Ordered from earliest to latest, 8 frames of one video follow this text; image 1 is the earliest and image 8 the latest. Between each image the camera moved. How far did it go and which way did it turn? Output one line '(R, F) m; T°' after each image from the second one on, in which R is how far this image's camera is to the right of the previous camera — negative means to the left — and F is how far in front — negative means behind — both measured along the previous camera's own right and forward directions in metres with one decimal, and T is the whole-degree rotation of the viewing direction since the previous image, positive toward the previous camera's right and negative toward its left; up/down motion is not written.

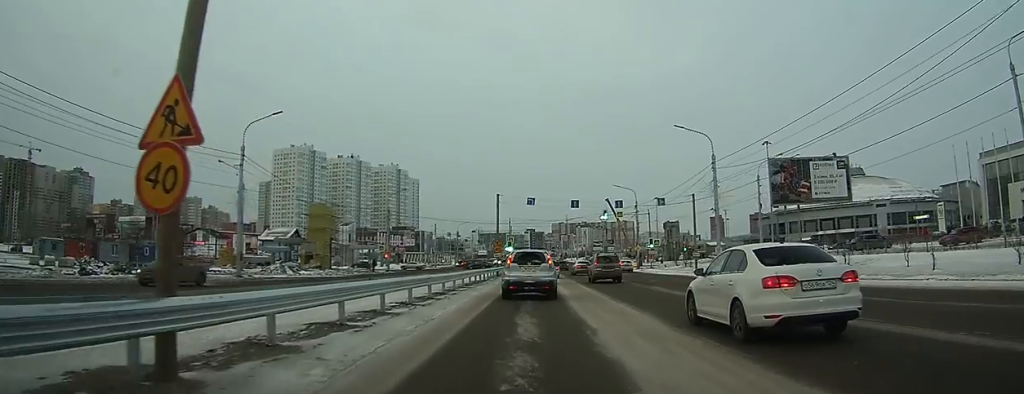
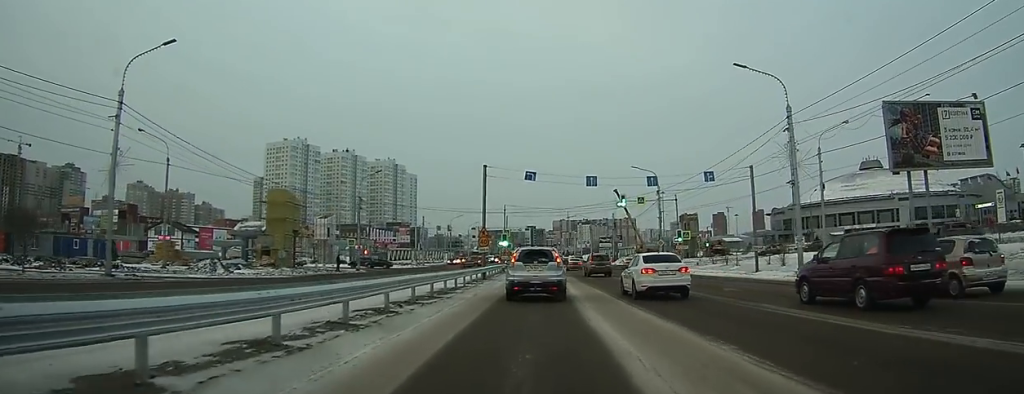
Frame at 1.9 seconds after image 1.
(+0.3, +14.7) m; +1°
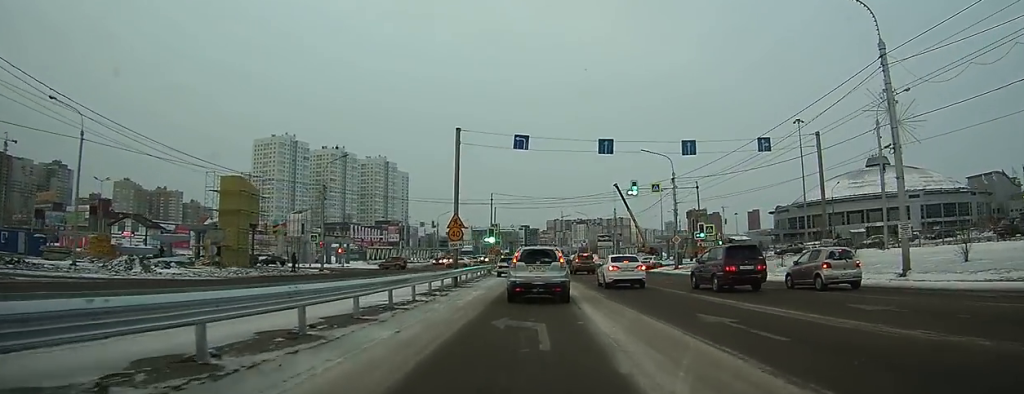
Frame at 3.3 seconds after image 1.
(+0.2, +10.4) m; +1°
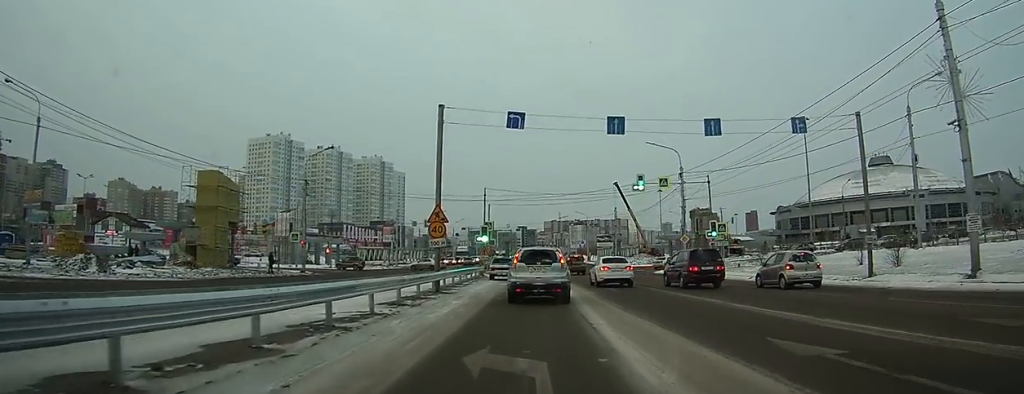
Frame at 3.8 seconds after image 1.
(0.0, +4.3) m; 0°
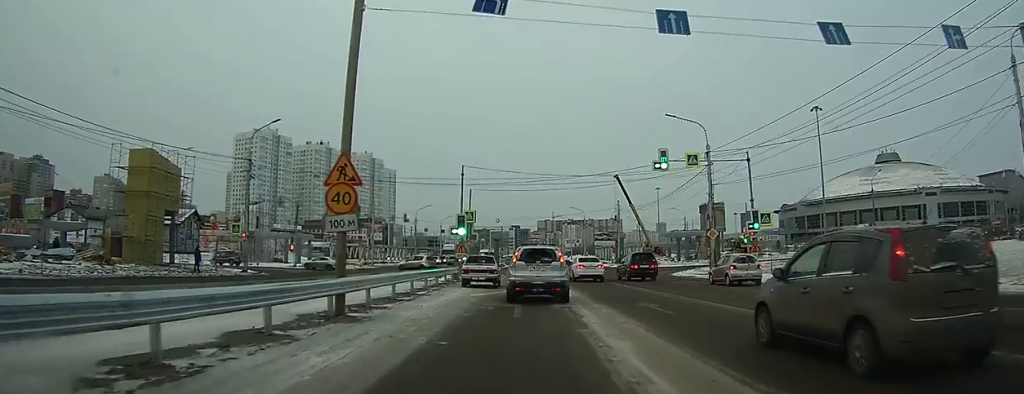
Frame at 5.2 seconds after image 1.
(+0.1, +10.6) m; +1°
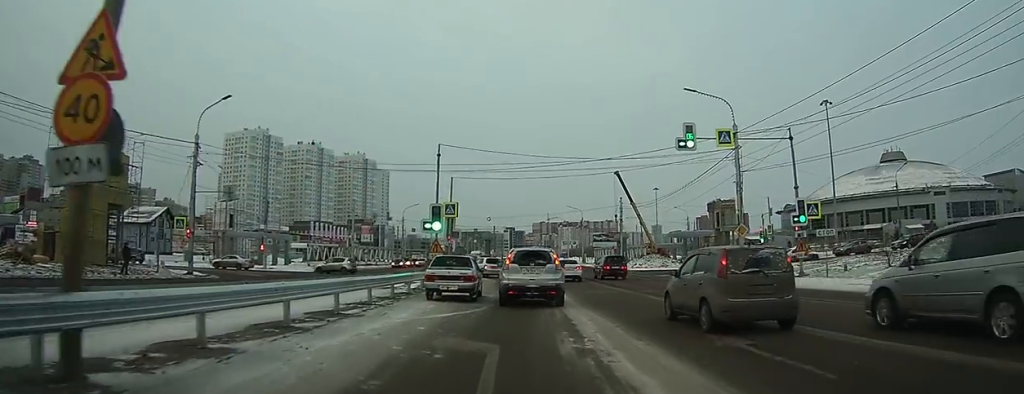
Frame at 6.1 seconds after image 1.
(+0.1, +7.1) m; +1°
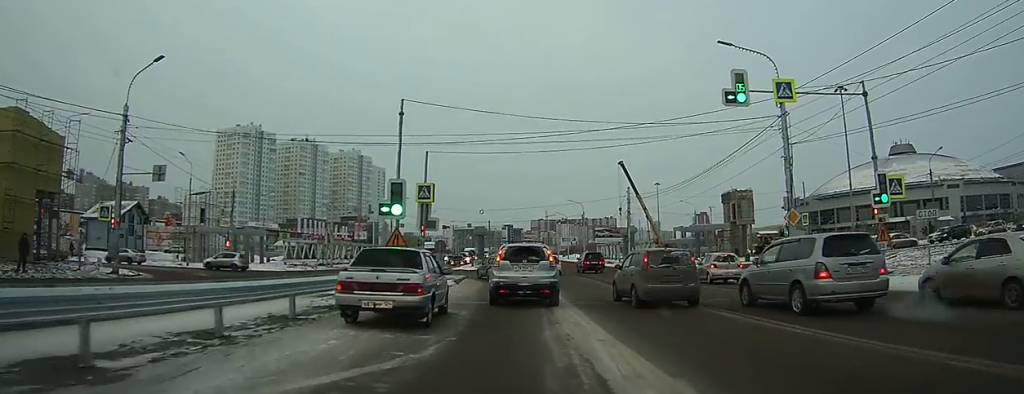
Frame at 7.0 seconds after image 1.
(+0.1, +7.5) m; 0°
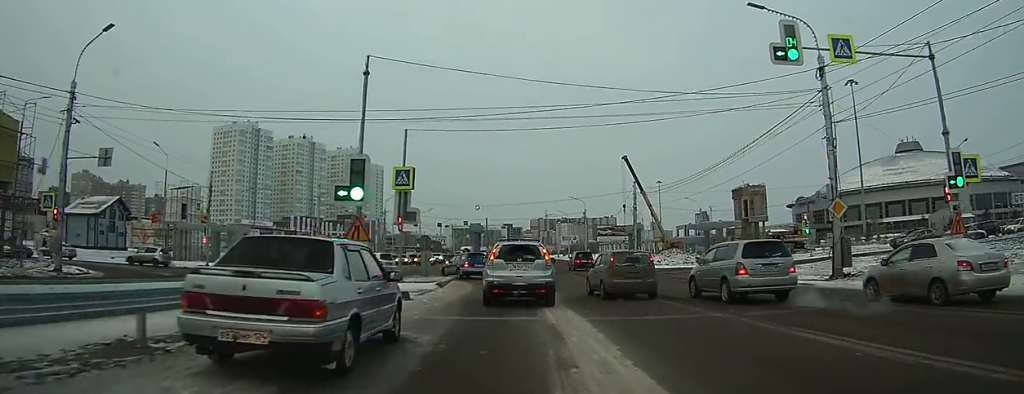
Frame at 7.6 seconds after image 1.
(0.0, +4.5) m; 0°
